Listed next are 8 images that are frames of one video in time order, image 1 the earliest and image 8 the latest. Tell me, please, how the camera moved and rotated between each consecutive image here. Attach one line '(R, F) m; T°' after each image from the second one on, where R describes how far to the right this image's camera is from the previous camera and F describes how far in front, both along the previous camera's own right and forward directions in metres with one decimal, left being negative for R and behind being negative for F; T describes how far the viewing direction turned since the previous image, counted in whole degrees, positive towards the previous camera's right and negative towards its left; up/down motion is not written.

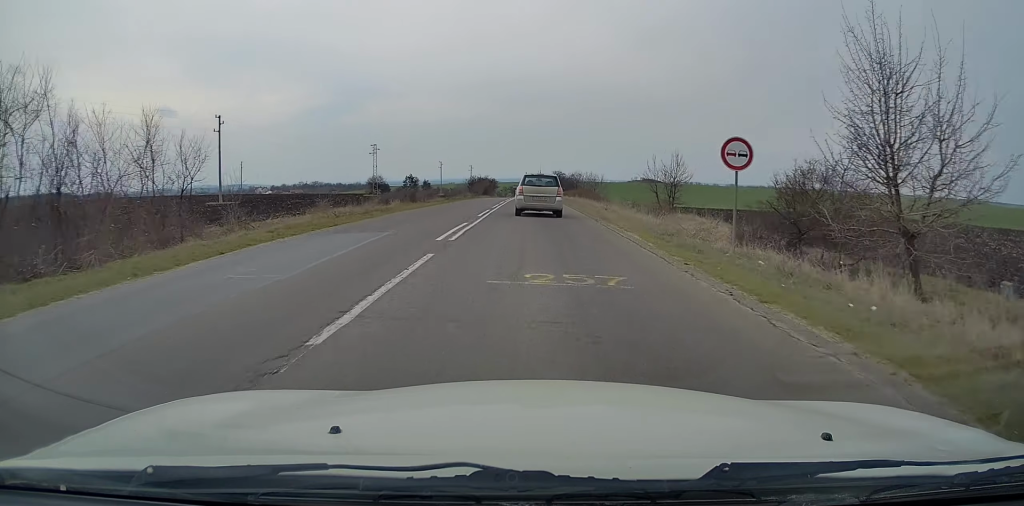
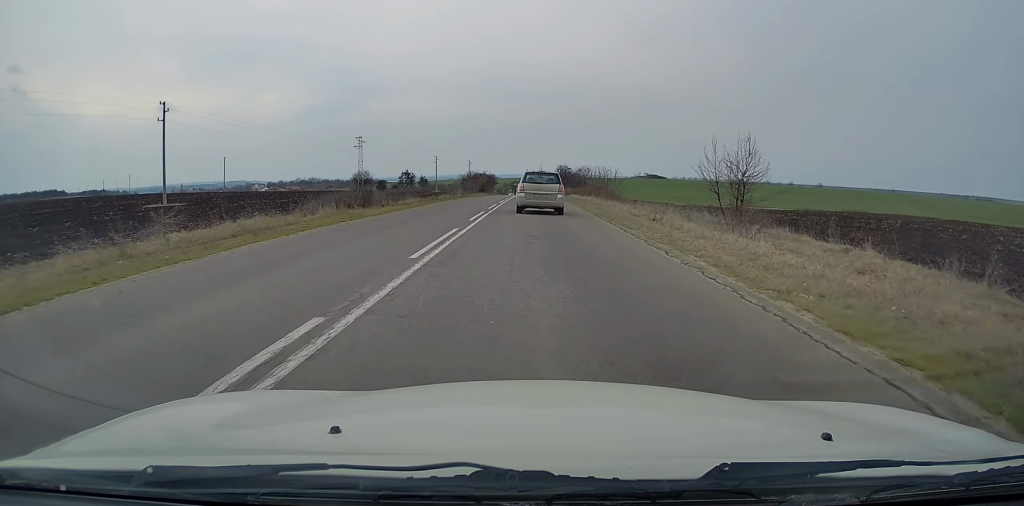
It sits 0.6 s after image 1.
(-0.1, +13.6) m; 0°
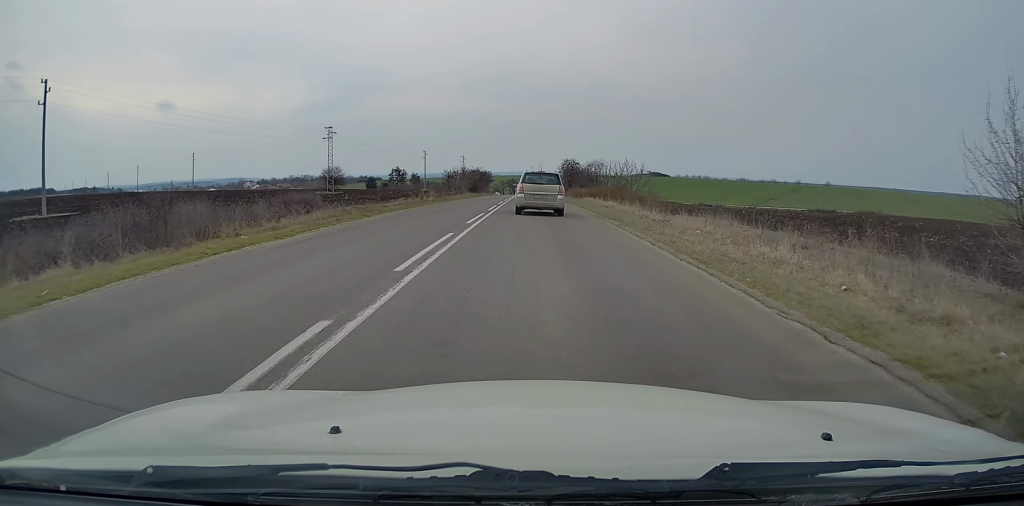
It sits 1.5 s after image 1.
(-0.1, +19.3) m; 0°
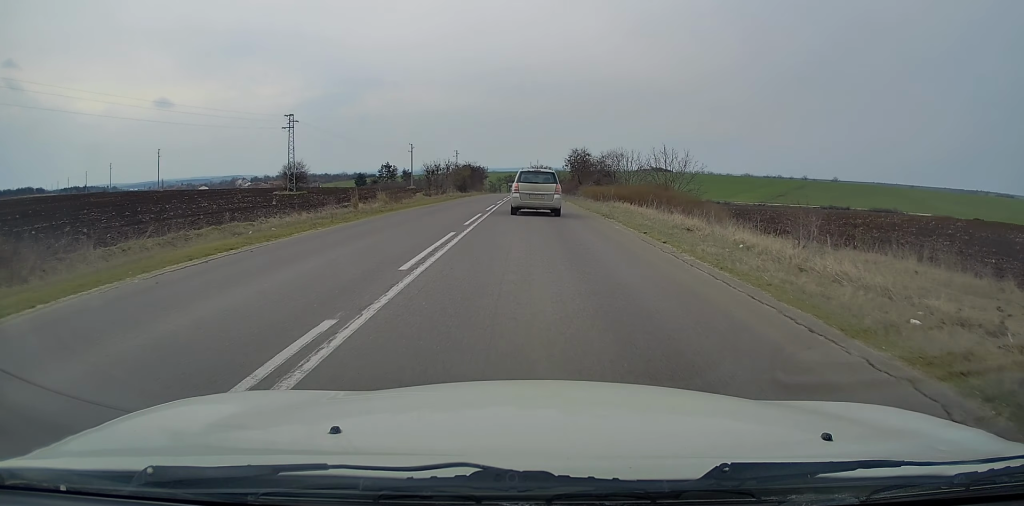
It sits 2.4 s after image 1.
(+0.1, +18.0) m; +1°
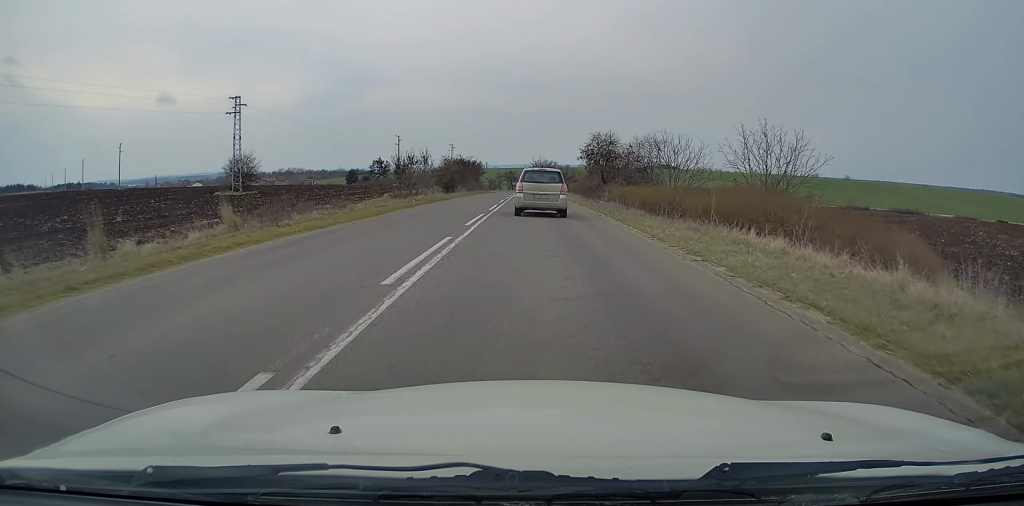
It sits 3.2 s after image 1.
(+0.2, +19.0) m; 0°
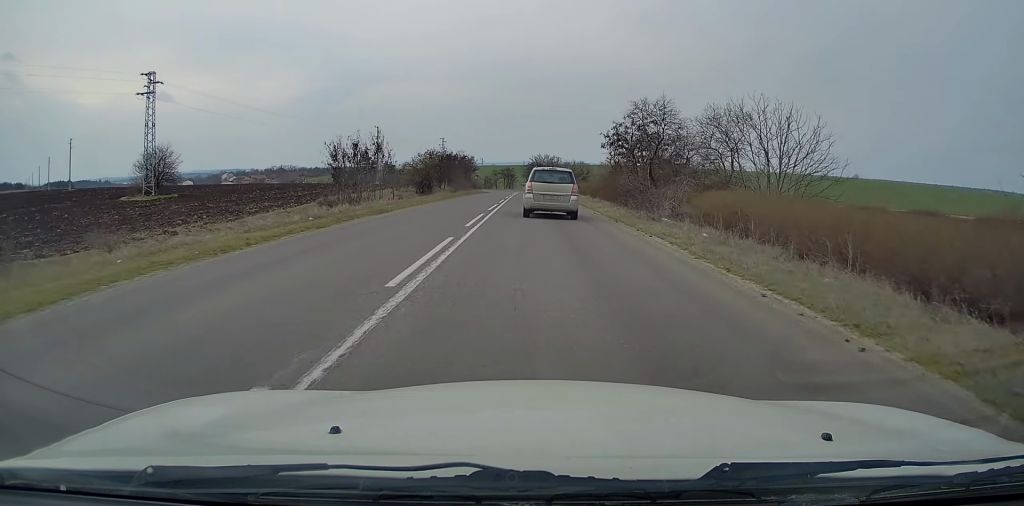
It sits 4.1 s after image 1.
(-0.1, +19.0) m; 0°
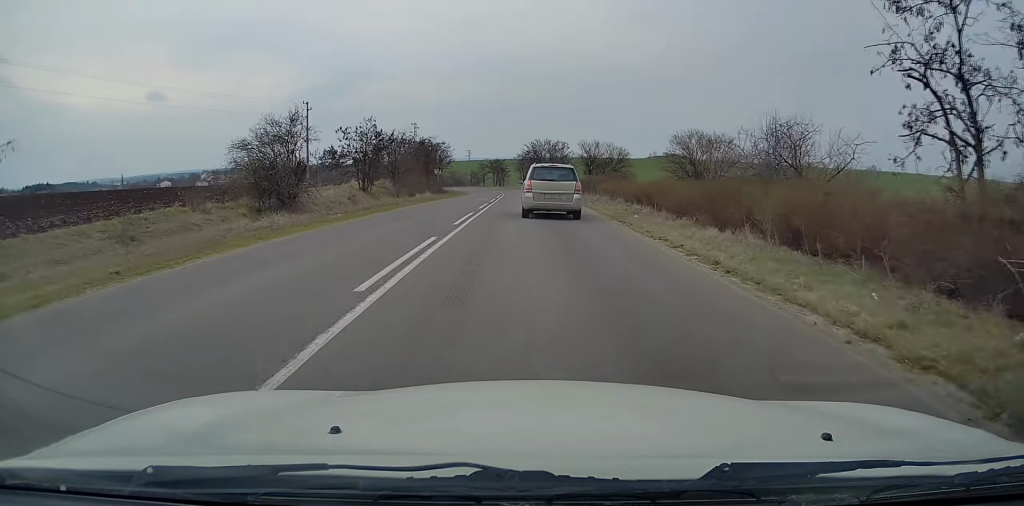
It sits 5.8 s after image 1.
(+0.2, +37.3) m; 0°
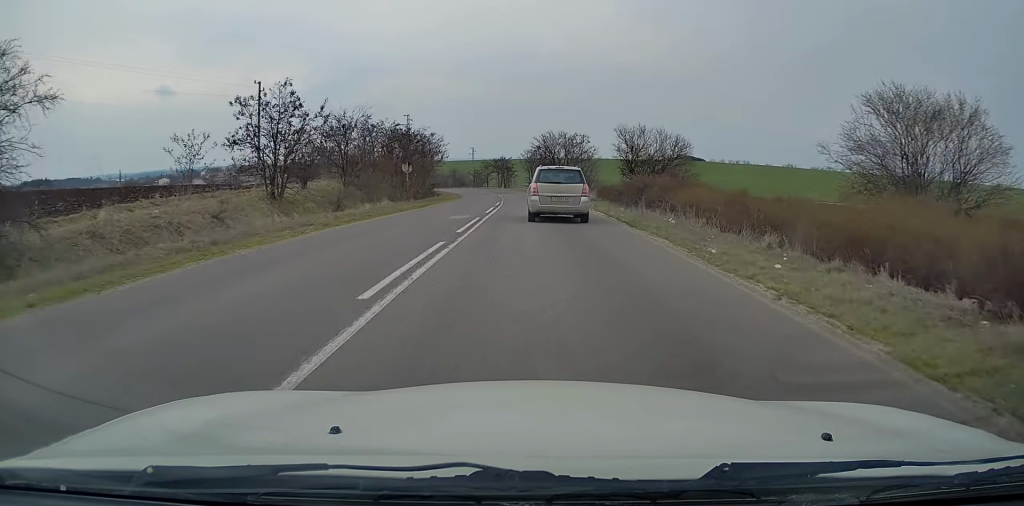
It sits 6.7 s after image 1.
(0.0, +19.1) m; 0°
